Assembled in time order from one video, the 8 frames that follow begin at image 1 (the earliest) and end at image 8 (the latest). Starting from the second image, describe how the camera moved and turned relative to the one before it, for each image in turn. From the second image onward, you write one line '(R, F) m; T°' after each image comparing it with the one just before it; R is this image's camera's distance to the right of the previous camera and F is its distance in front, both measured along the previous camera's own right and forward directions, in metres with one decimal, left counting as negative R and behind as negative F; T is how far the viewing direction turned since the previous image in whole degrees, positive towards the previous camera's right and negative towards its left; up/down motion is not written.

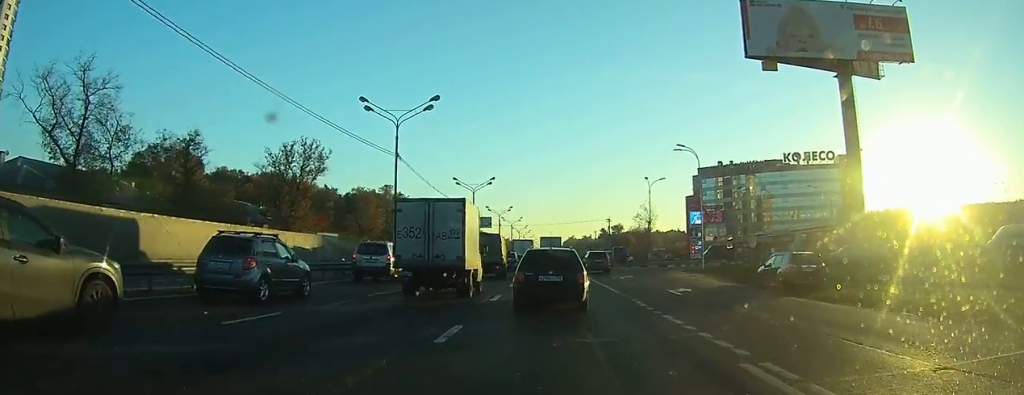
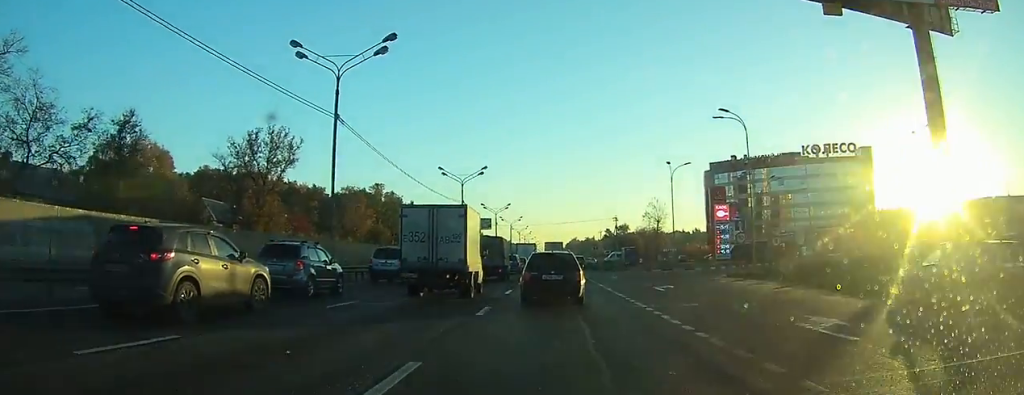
(0.0, +11.2) m; 0°
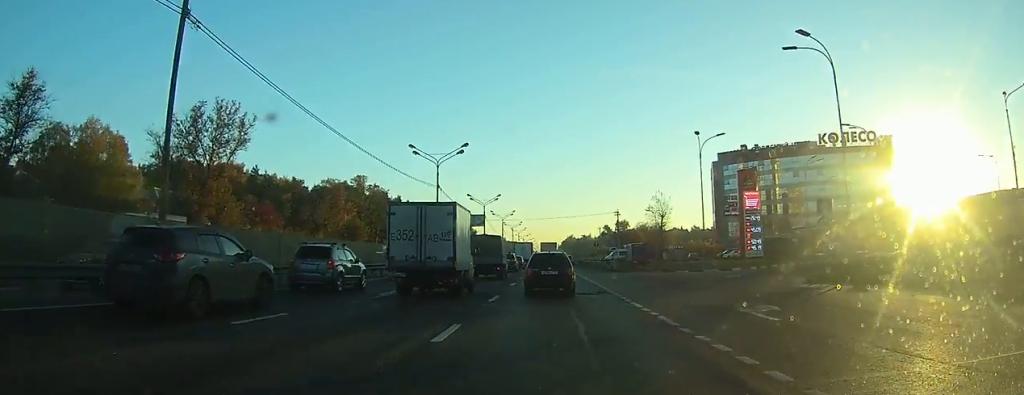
(+0.1, +11.6) m; +2°
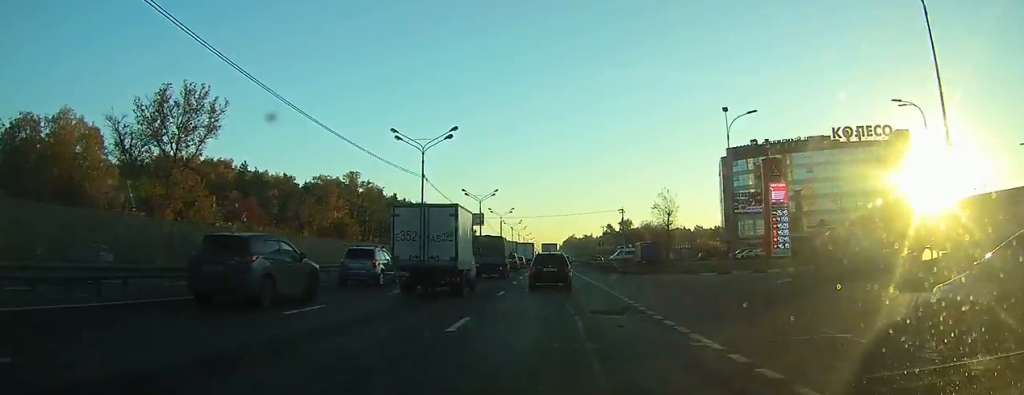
(+0.2, +6.9) m; +1°
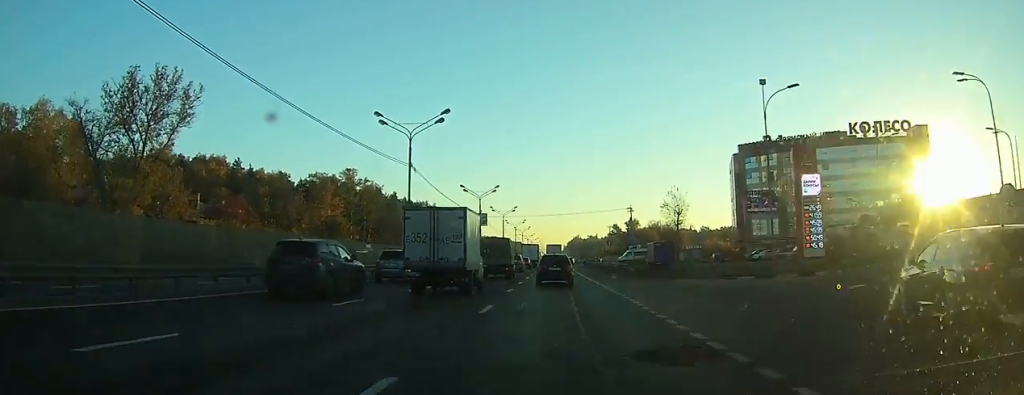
(0.0, +6.5) m; 0°
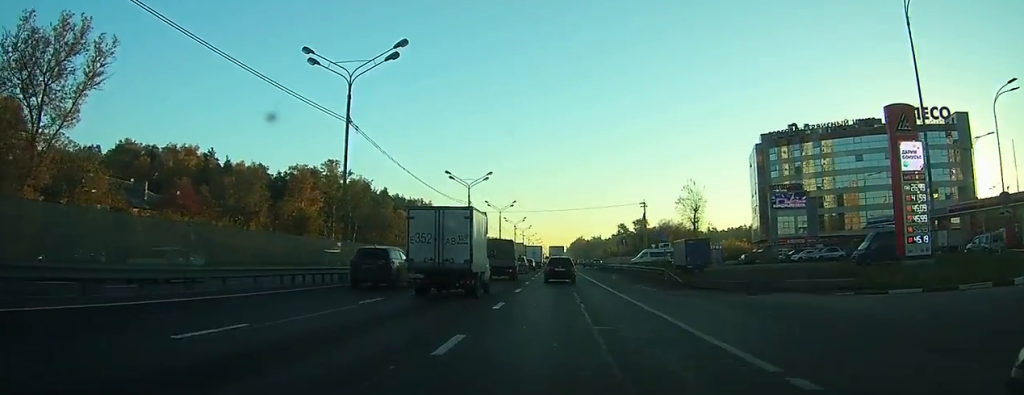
(0.0, +14.3) m; 0°
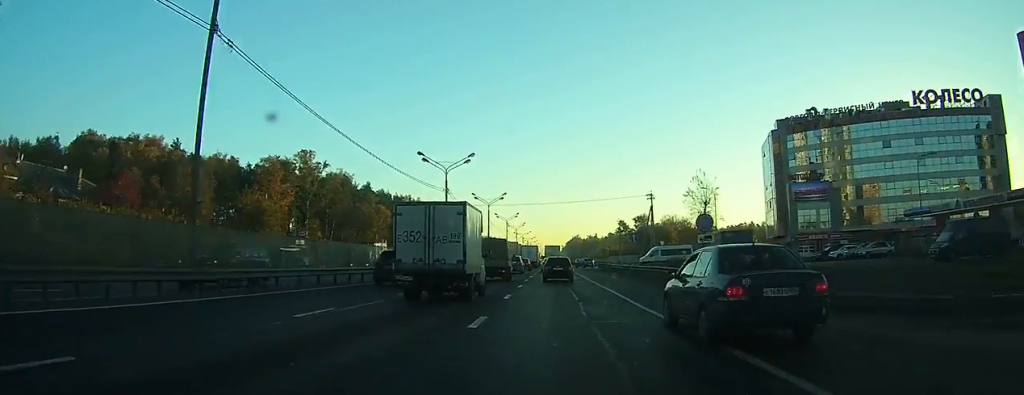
(0.0, +12.2) m; +1°
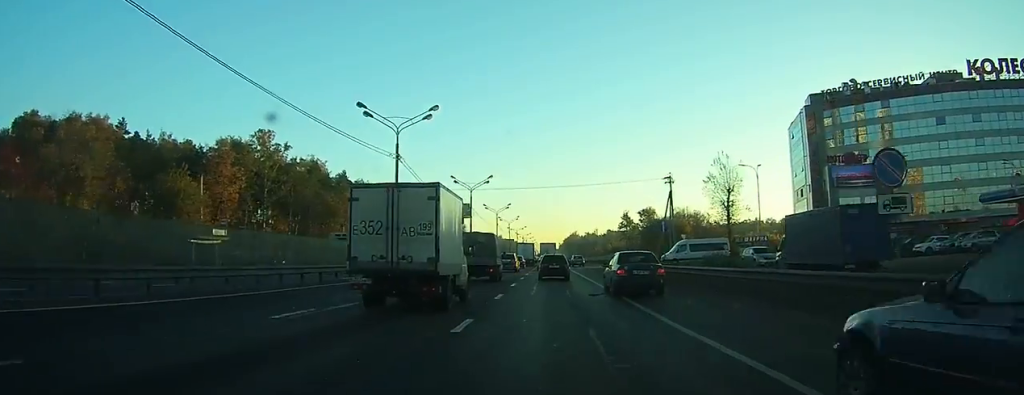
(+0.2, +17.0) m; +1°
